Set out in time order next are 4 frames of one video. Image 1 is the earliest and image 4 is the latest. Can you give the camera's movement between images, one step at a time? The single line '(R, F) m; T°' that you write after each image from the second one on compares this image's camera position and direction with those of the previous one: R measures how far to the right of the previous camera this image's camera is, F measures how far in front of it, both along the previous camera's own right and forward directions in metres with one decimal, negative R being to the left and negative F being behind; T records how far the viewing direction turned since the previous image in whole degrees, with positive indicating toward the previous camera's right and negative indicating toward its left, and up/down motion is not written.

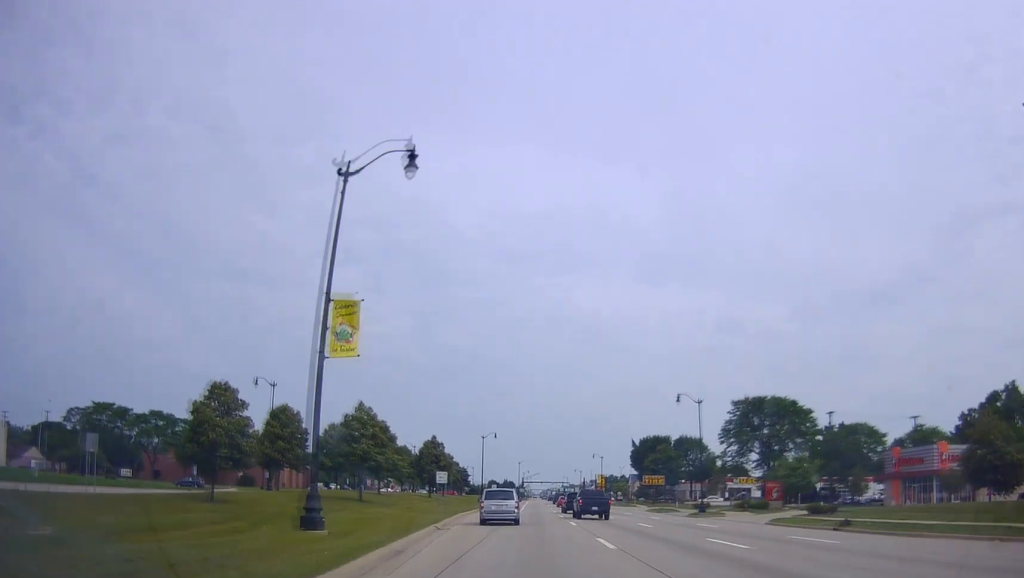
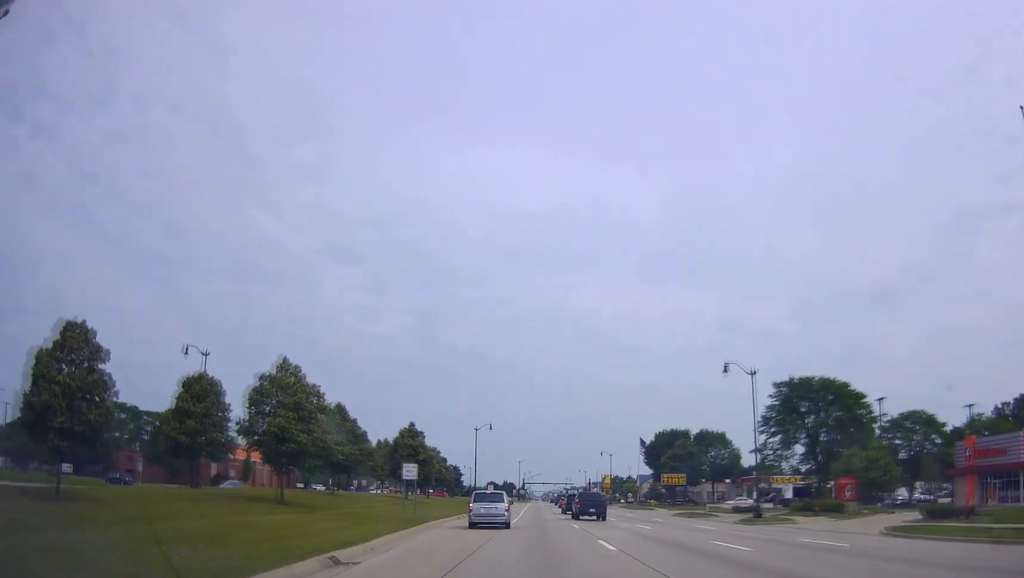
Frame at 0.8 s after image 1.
(+0.3, +14.5) m; +1°
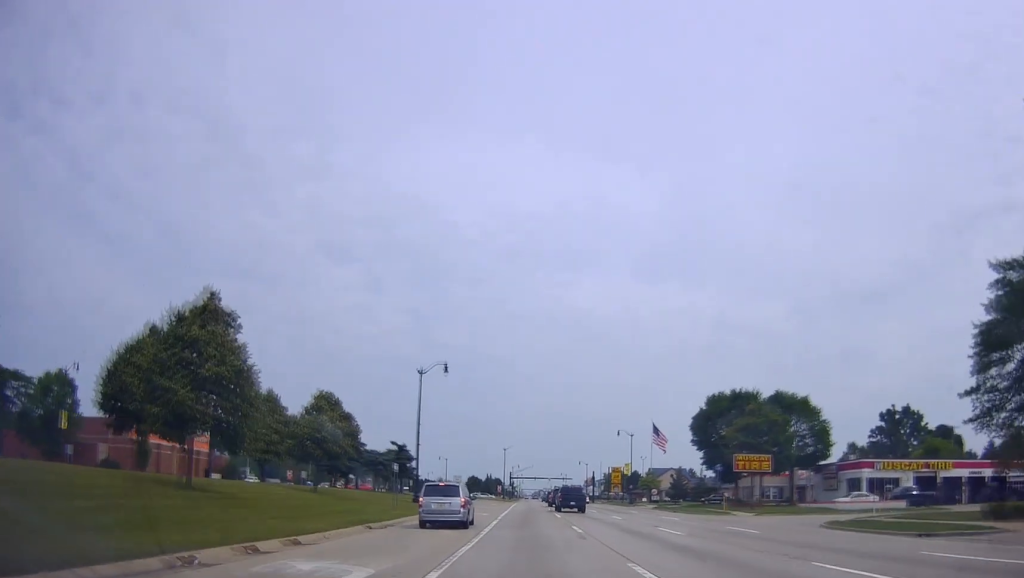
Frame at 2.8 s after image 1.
(-0.6, +38.4) m; -1°
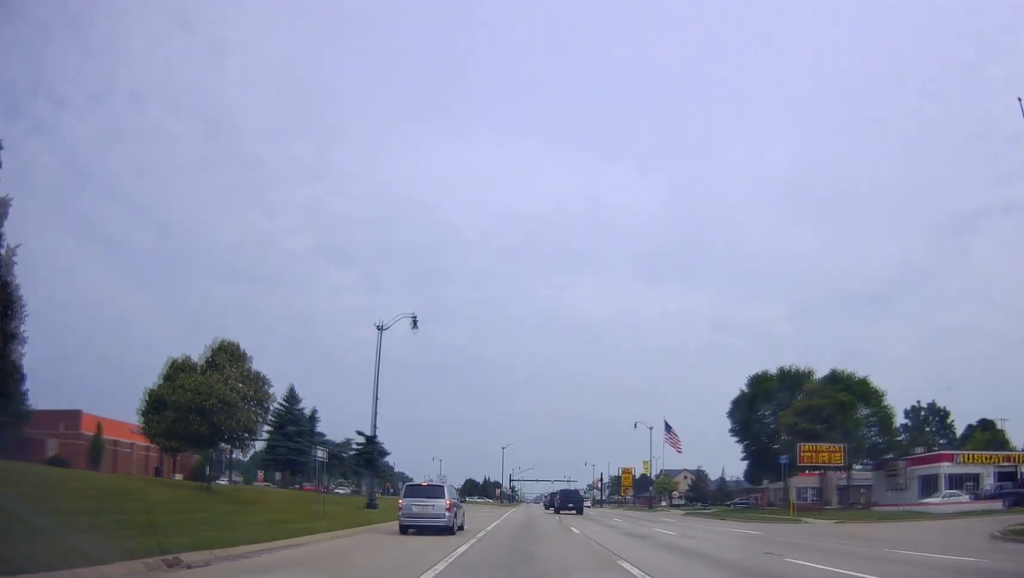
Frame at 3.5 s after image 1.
(+0.4, +14.4) m; -1°
